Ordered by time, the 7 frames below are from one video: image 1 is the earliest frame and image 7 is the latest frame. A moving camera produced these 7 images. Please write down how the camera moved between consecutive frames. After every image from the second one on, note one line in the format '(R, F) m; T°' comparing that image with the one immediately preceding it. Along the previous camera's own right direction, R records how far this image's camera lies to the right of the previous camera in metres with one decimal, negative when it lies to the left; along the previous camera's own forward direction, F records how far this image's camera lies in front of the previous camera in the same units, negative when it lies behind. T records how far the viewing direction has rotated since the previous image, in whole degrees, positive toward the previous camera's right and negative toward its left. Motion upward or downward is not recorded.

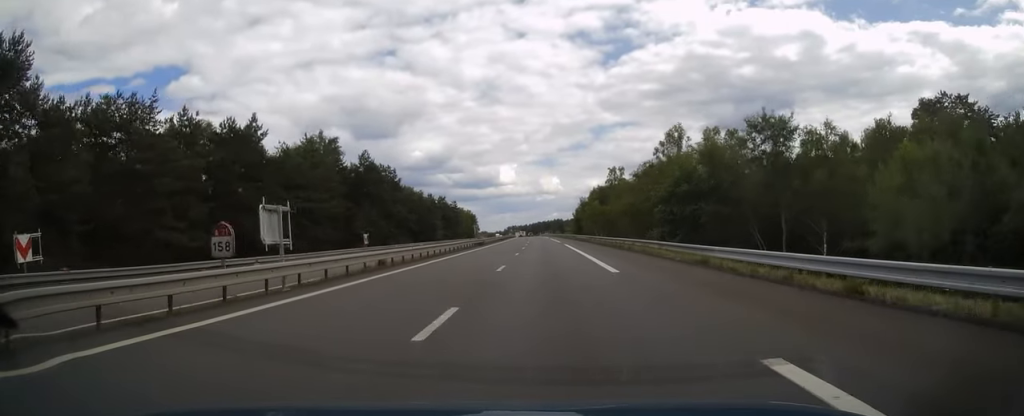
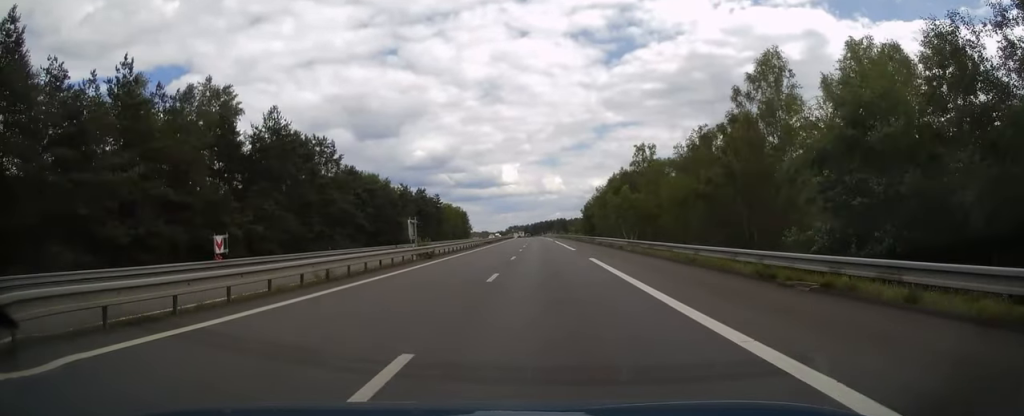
(0.0, +29.9) m; -1°
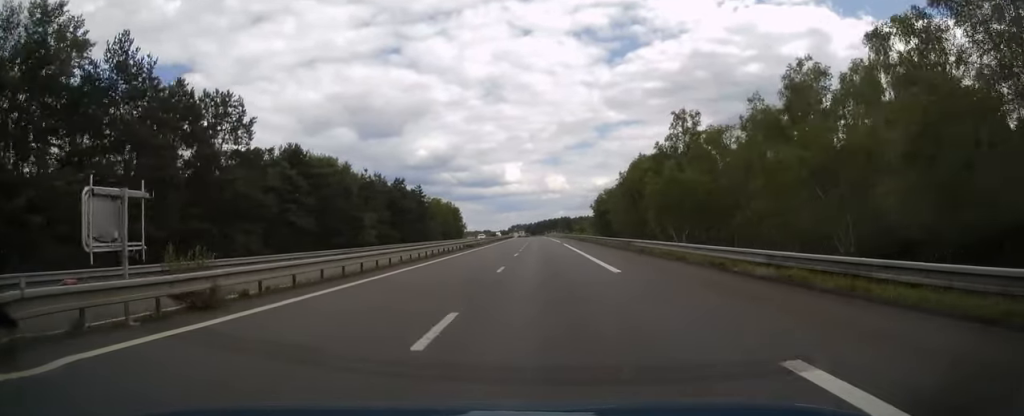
(-0.2, +22.5) m; 0°
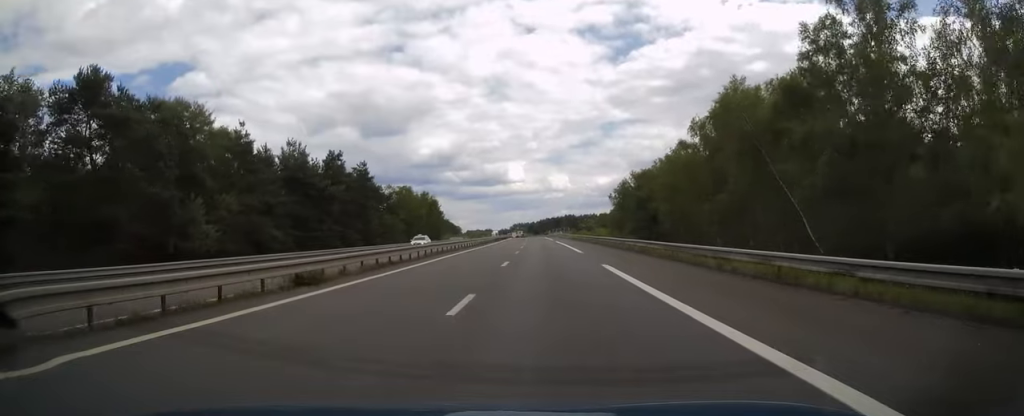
(0.0, +35.7) m; 0°
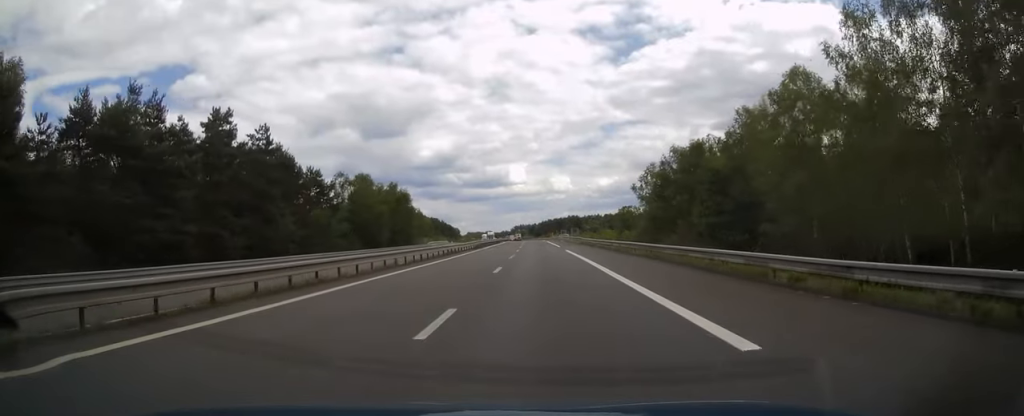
(-0.2, +27.9) m; 0°
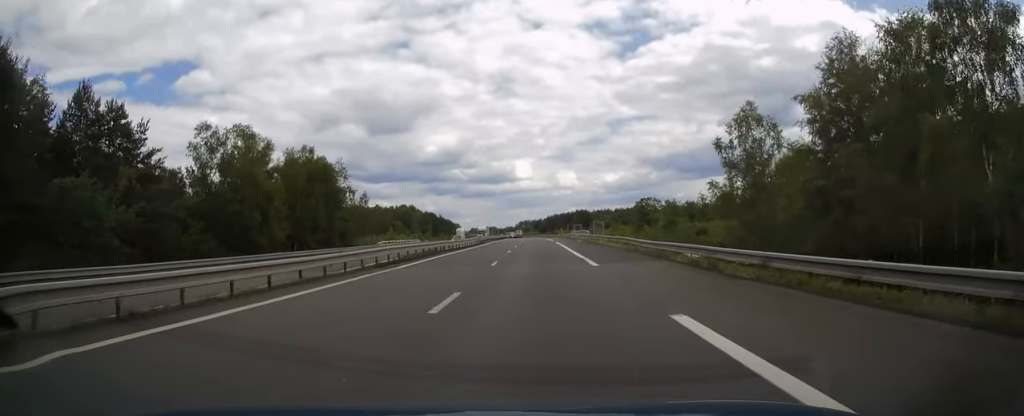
(+0.1, +36.9) m; 0°
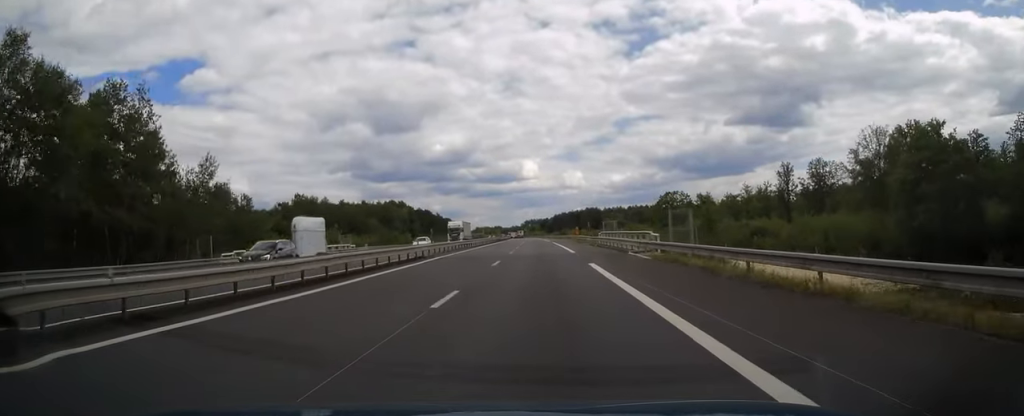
(-0.4, +37.8) m; -1°
